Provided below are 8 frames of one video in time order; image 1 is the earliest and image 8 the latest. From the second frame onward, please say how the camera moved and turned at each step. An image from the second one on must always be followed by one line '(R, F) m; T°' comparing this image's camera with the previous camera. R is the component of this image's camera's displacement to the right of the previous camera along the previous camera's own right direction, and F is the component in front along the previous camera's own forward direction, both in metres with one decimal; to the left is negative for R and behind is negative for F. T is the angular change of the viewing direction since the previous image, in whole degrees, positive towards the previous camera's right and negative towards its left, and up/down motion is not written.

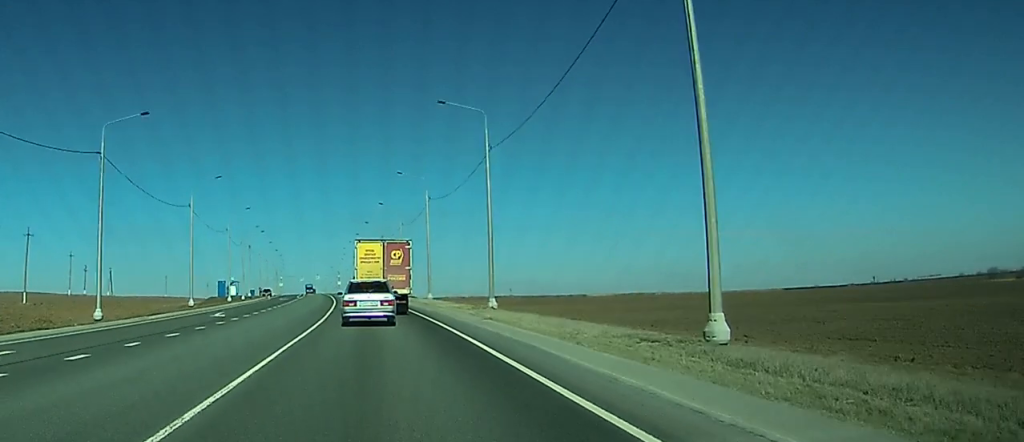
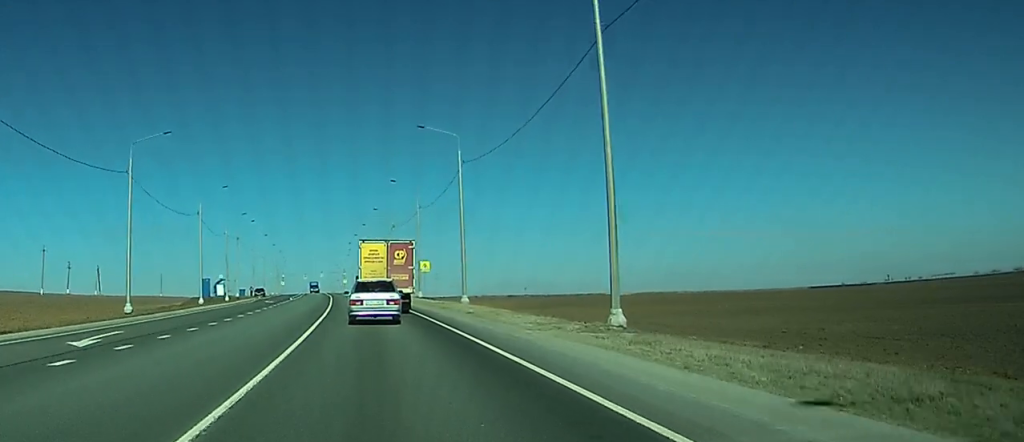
(-0.1, +21.7) m; 0°
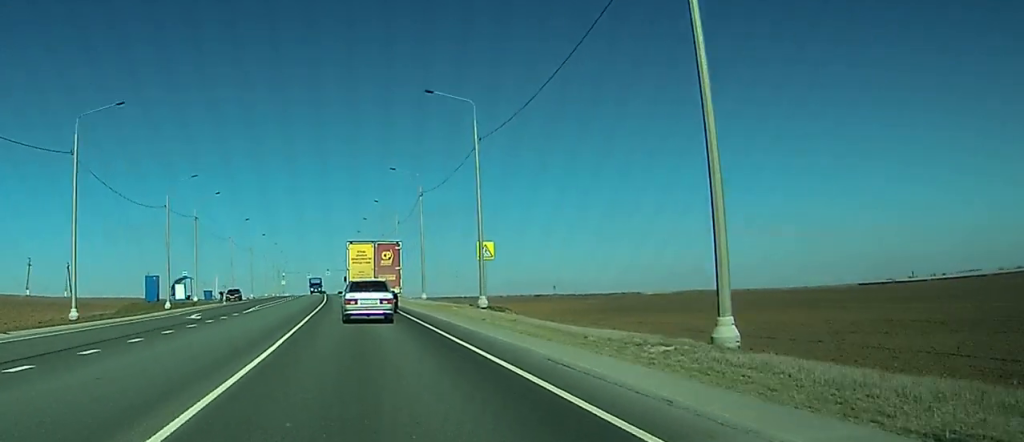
(-0.1, +37.2) m; -1°
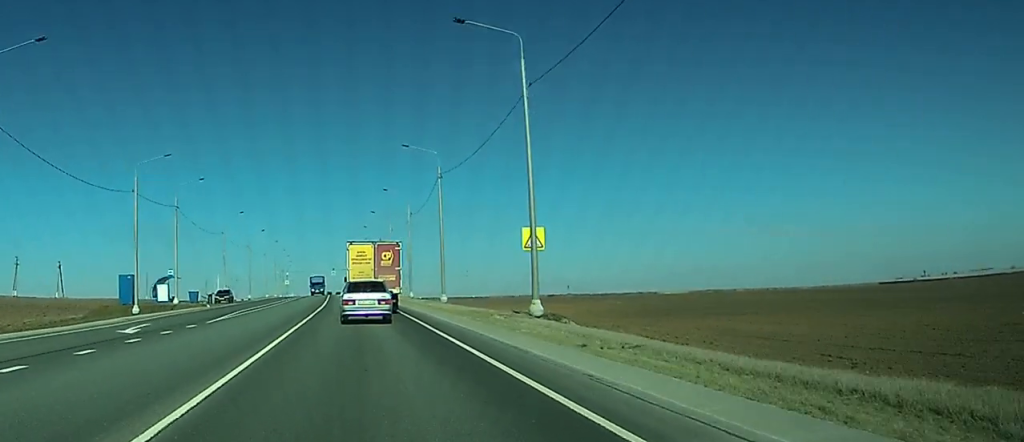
(0.0, +11.8) m; -1°
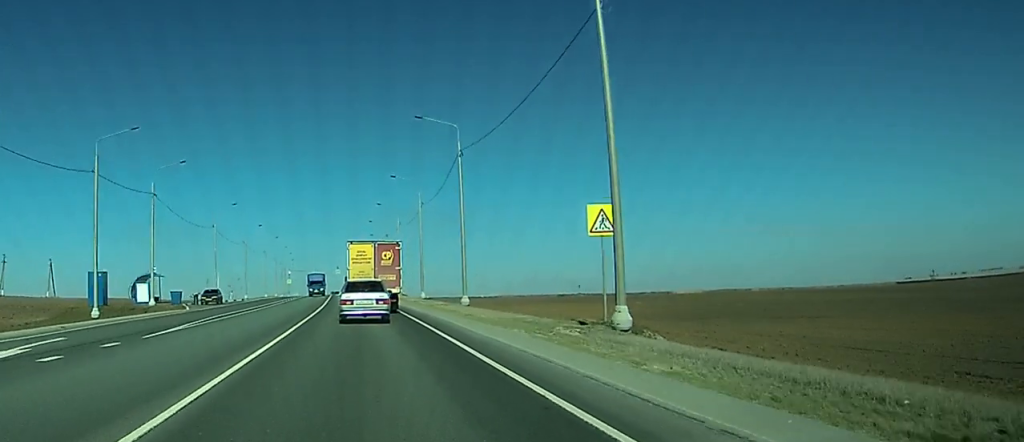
(-0.1, +9.8) m; -1°
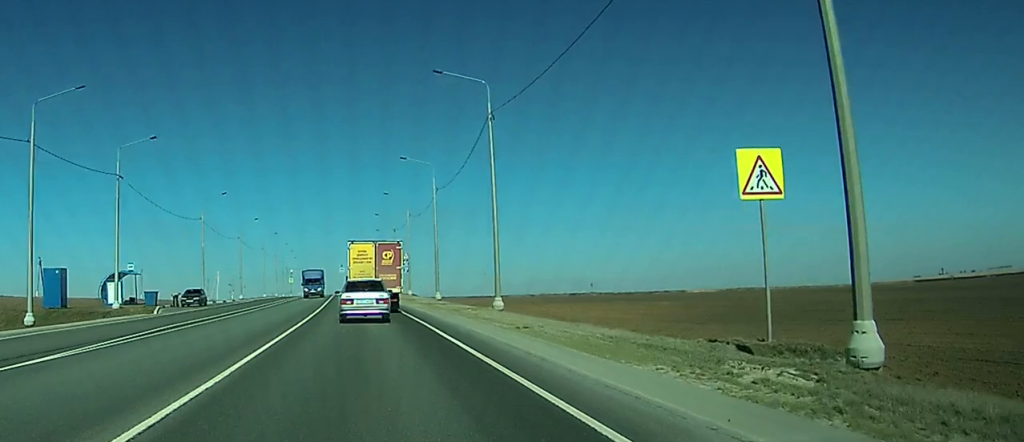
(0.0, +10.4) m; -1°
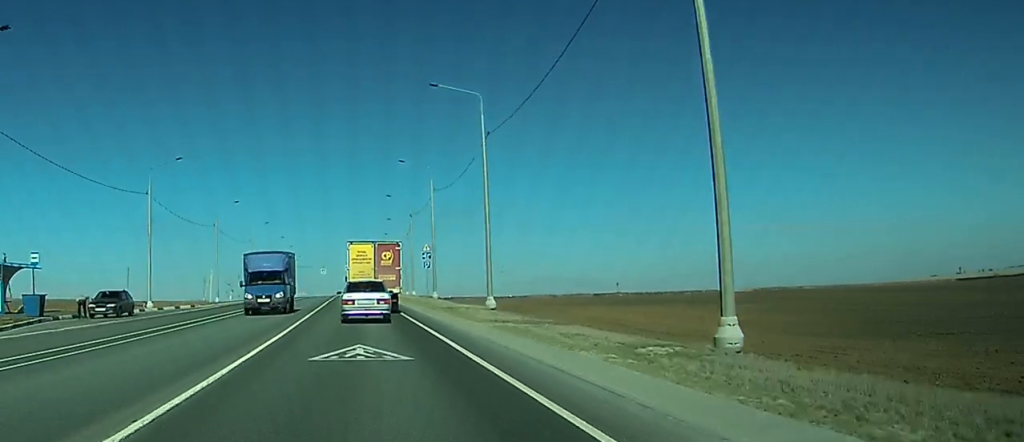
(-0.3, +24.0) m; -1°
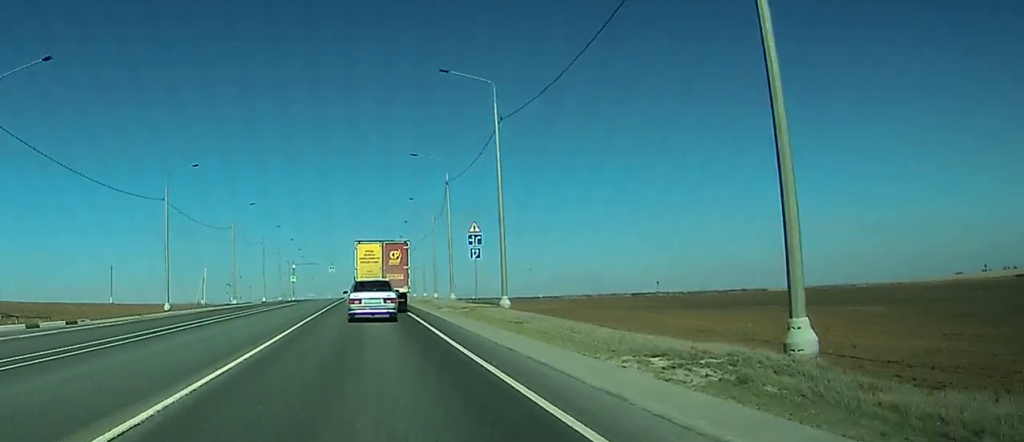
(-0.3, +28.4) m; -1°
